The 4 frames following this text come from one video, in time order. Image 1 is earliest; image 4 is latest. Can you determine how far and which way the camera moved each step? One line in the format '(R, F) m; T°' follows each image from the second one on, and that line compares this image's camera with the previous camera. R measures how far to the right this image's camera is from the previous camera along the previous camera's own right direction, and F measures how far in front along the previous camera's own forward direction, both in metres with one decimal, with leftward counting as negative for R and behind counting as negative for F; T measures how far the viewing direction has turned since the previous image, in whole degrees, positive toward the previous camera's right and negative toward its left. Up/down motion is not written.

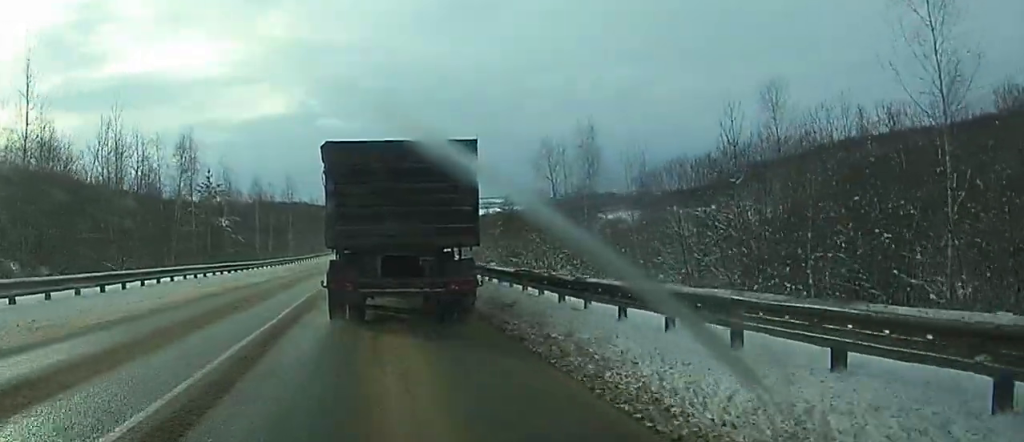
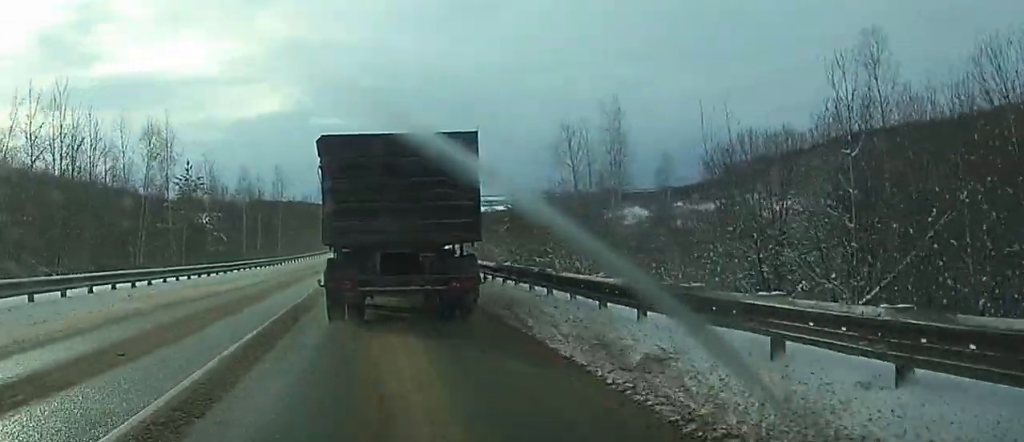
(+0.3, +8.3) m; +2°
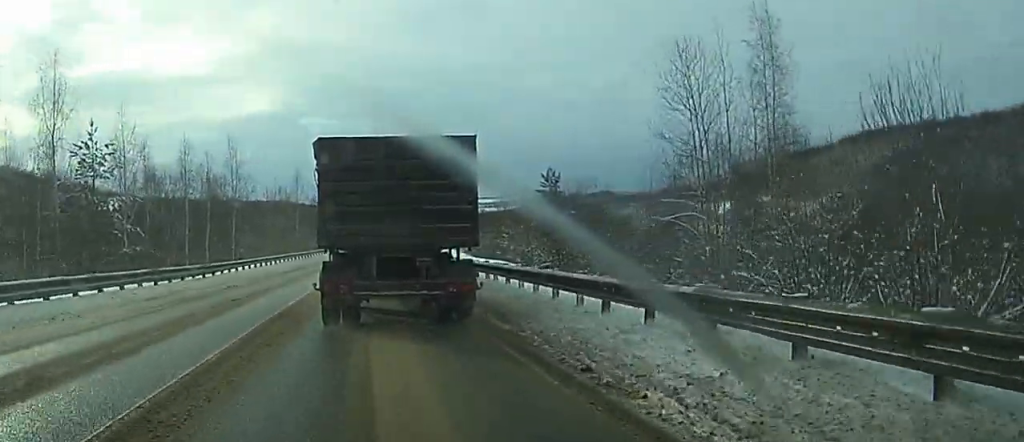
(-0.3, +26.0) m; -1°
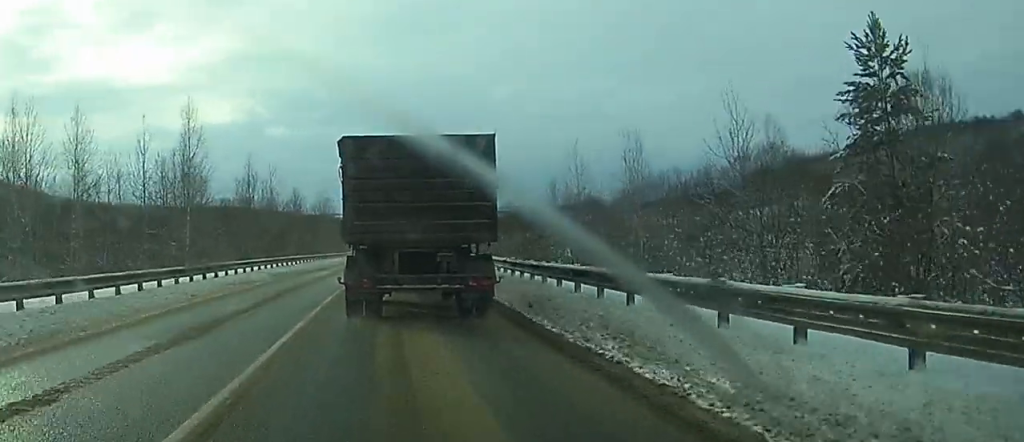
(0.0, +57.9) m; 0°
